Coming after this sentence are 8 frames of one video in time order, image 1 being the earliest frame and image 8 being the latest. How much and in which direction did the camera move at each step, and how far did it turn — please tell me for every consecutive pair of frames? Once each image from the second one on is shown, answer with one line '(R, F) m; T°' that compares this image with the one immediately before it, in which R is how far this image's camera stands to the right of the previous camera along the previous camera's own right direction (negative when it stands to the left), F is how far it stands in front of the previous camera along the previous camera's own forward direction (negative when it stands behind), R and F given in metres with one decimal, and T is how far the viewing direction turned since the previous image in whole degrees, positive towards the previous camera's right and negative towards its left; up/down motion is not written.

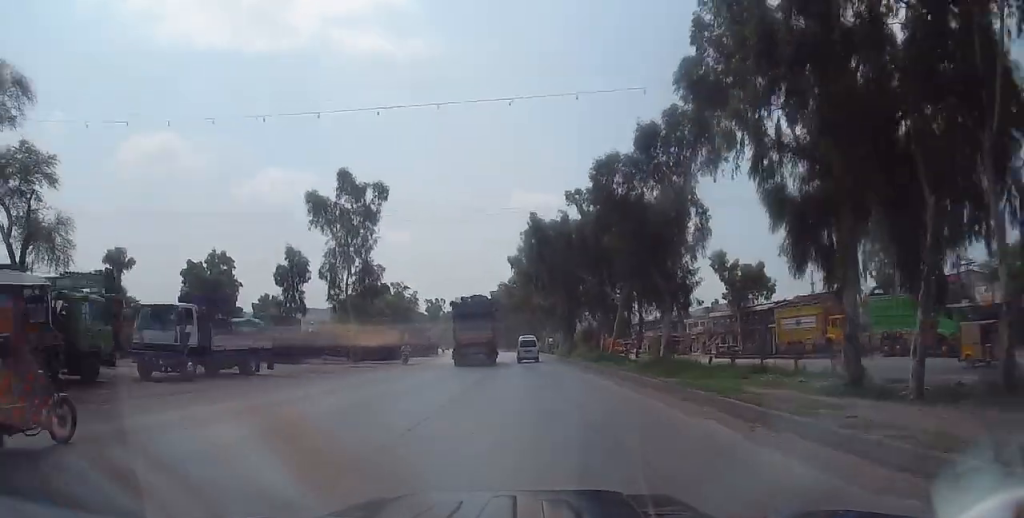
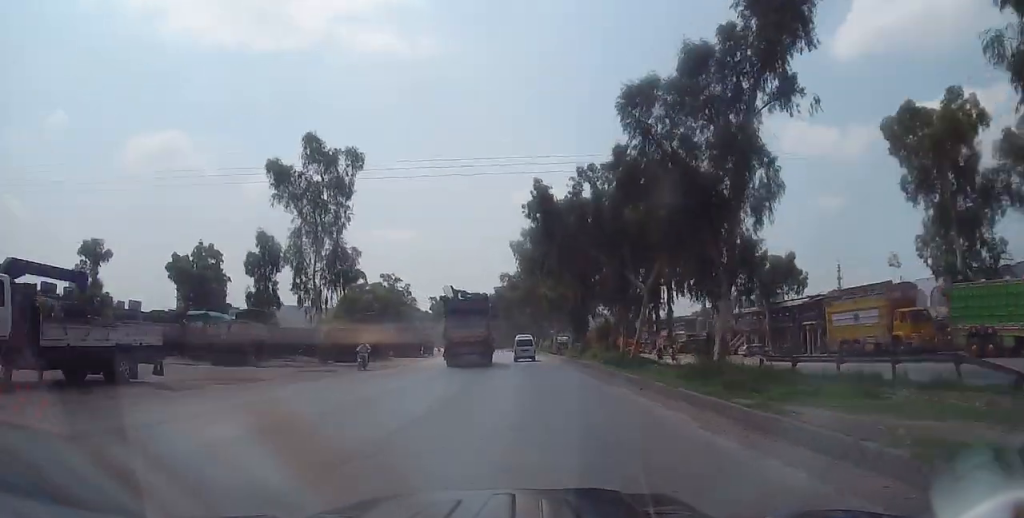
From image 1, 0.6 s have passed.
(-0.1, +9.3) m; -1°
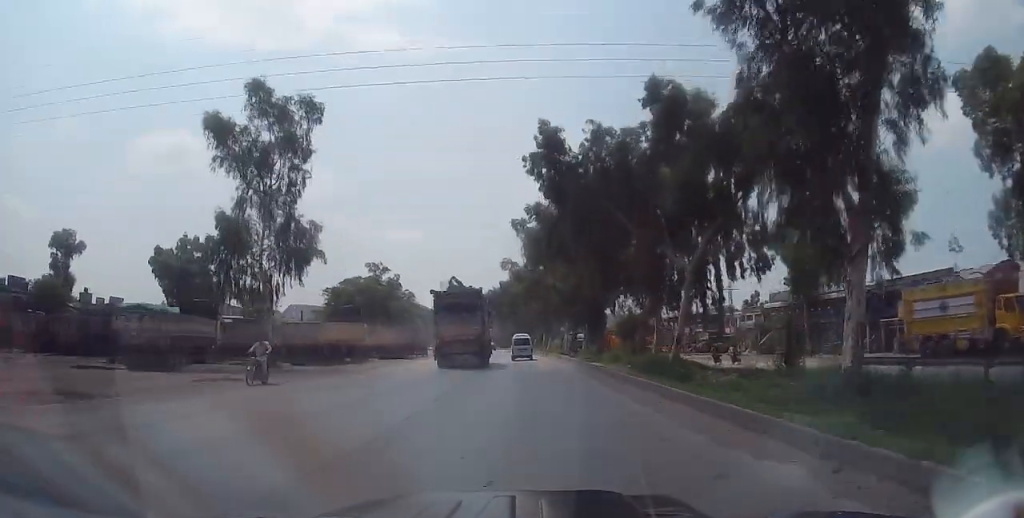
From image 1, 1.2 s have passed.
(-0.3, +9.9) m; 0°
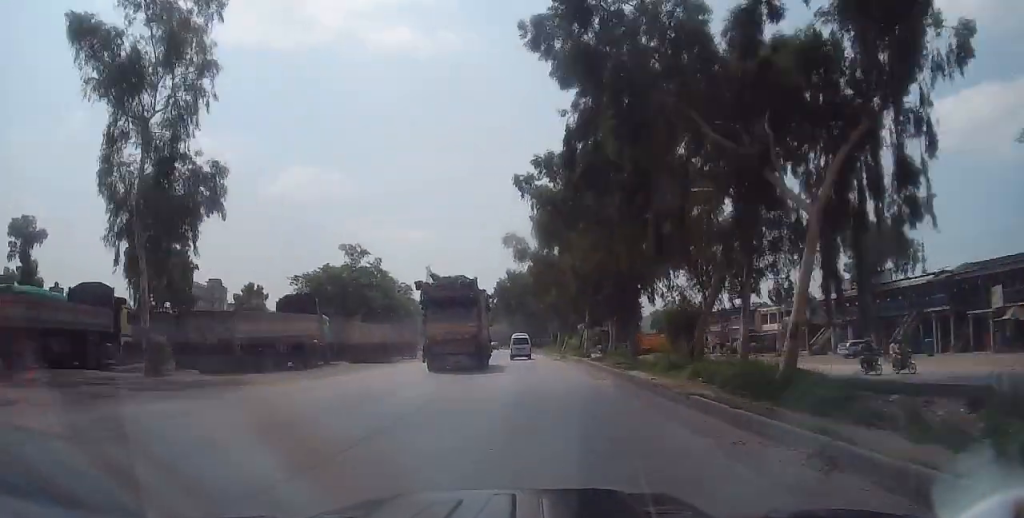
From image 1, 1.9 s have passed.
(+0.3, +12.6) m; -1°
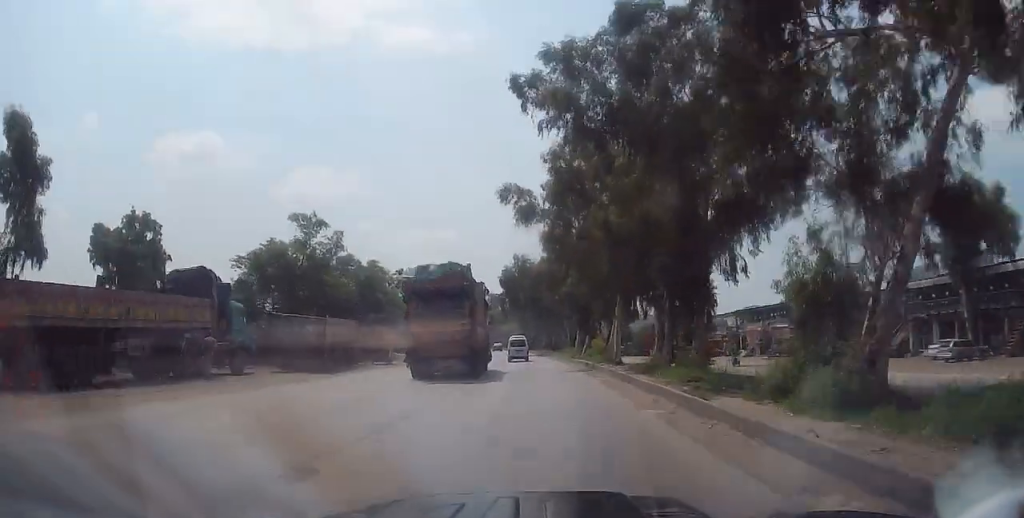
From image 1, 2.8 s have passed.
(-0.3, +13.8) m; -2°
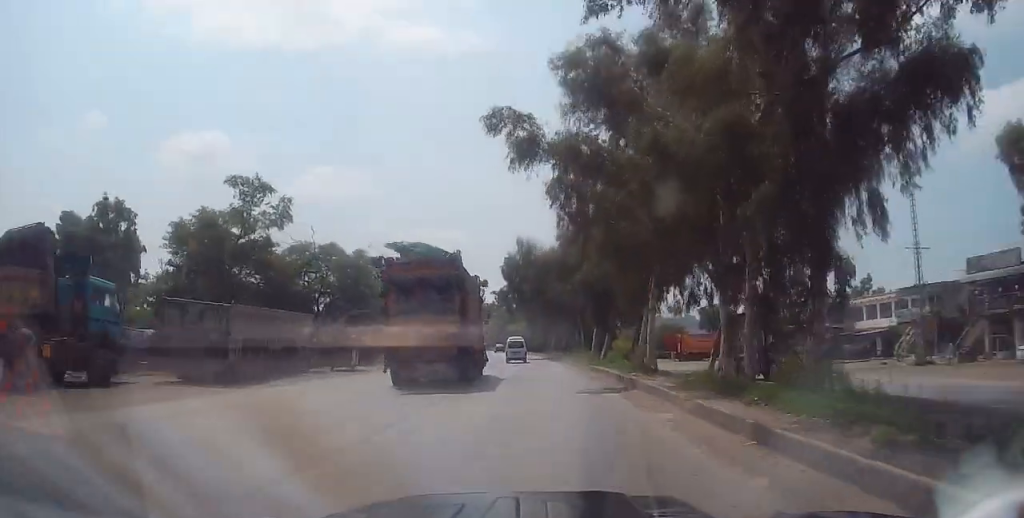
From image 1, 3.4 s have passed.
(-0.3, +10.0) m; -2°
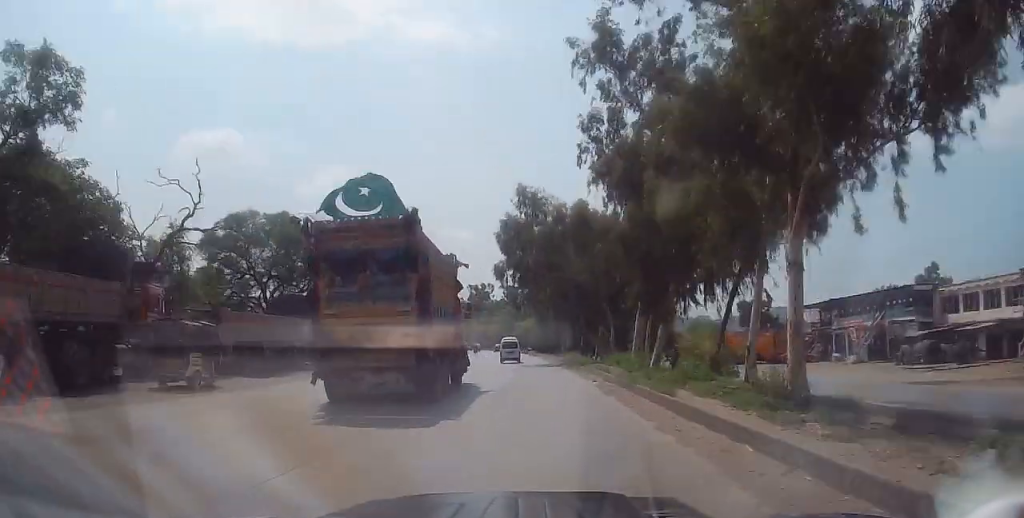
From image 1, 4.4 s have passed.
(0.0, +16.6) m; -1°
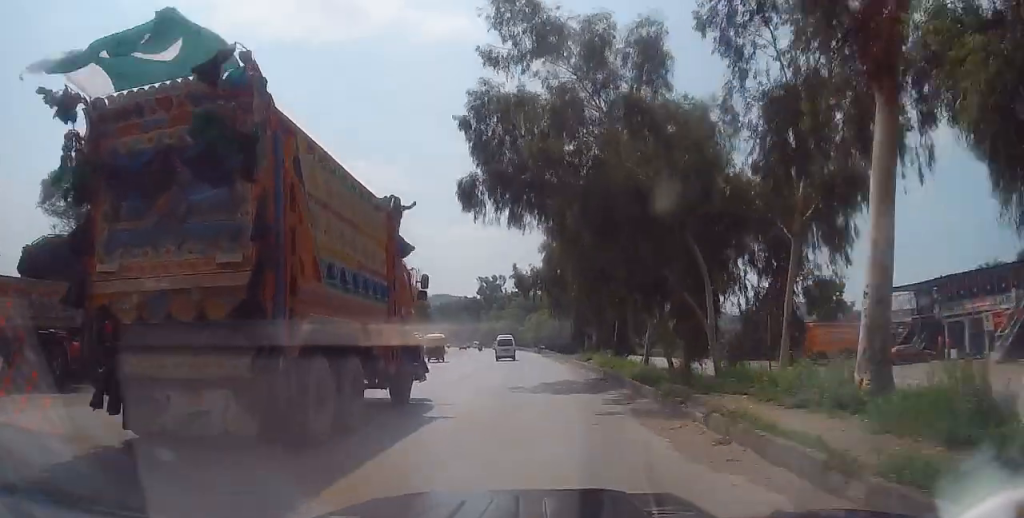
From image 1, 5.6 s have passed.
(-0.2, +20.1) m; -1°
